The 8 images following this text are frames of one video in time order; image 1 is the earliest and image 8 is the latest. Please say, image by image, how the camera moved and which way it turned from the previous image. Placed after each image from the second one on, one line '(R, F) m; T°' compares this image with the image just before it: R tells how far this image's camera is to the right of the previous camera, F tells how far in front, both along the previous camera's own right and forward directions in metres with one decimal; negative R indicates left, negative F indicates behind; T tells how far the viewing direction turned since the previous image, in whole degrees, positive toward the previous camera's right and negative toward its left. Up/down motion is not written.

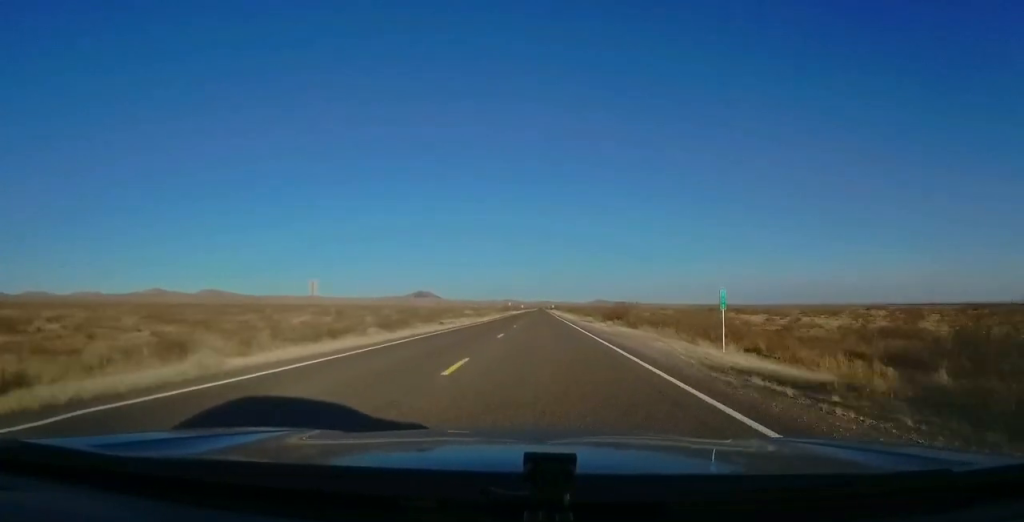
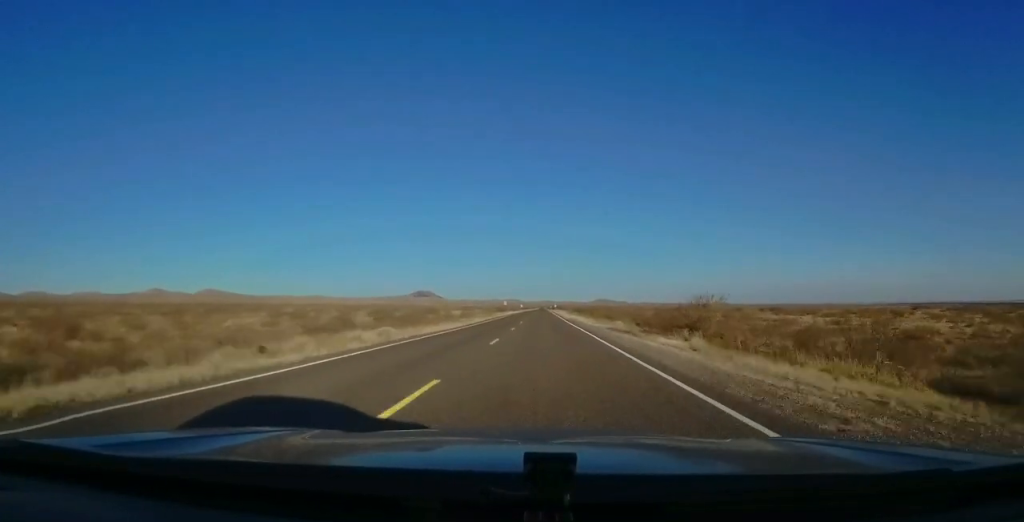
(0.0, +28.2) m; +1°
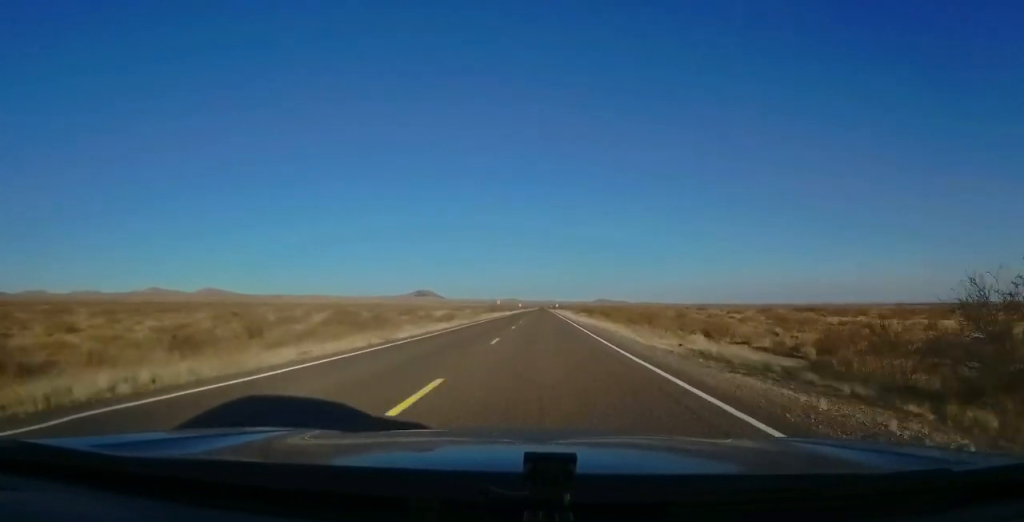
(+0.4, +24.3) m; 0°
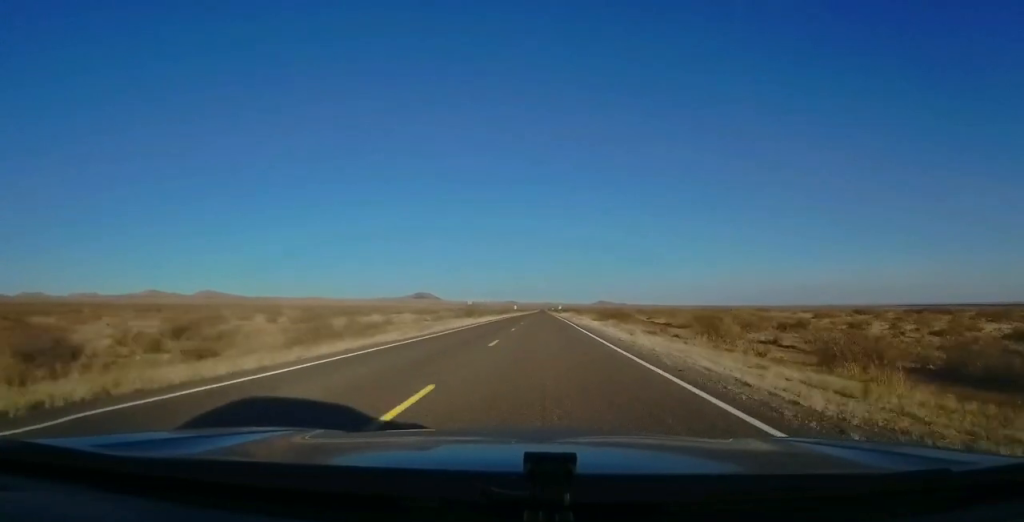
(-0.7, +49.5) m; -1°
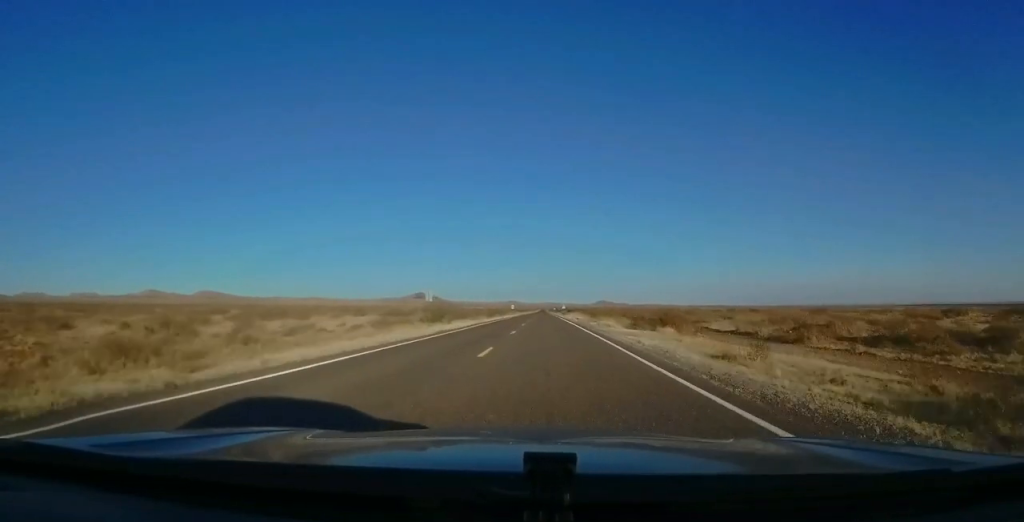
(+0.1, +28.1) m; 0°
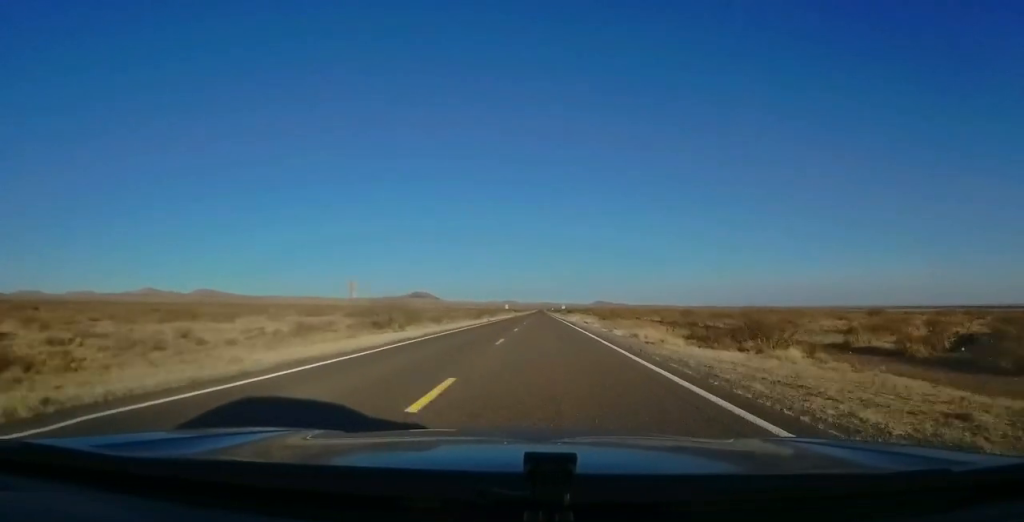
(-0.1, +19.4) m; 0°
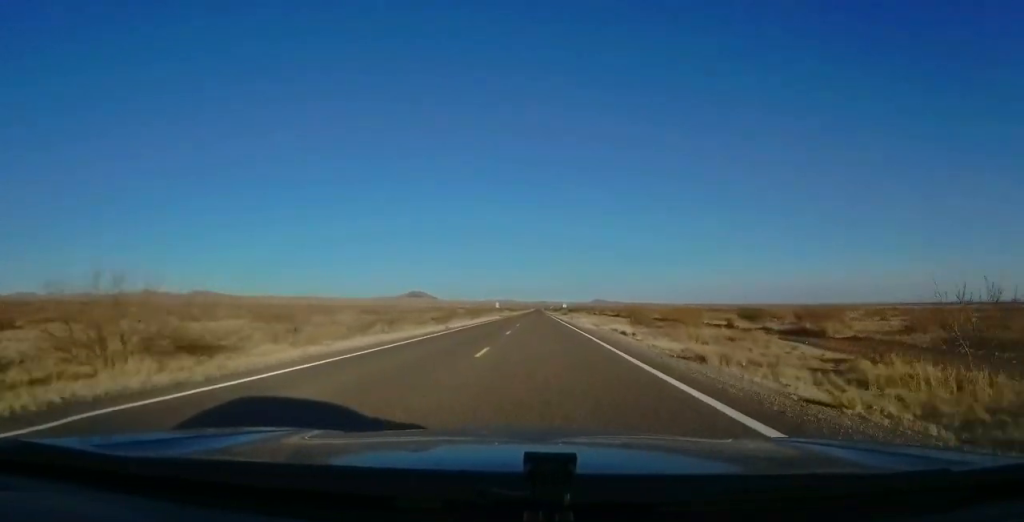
(0.0, +29.2) m; 0°
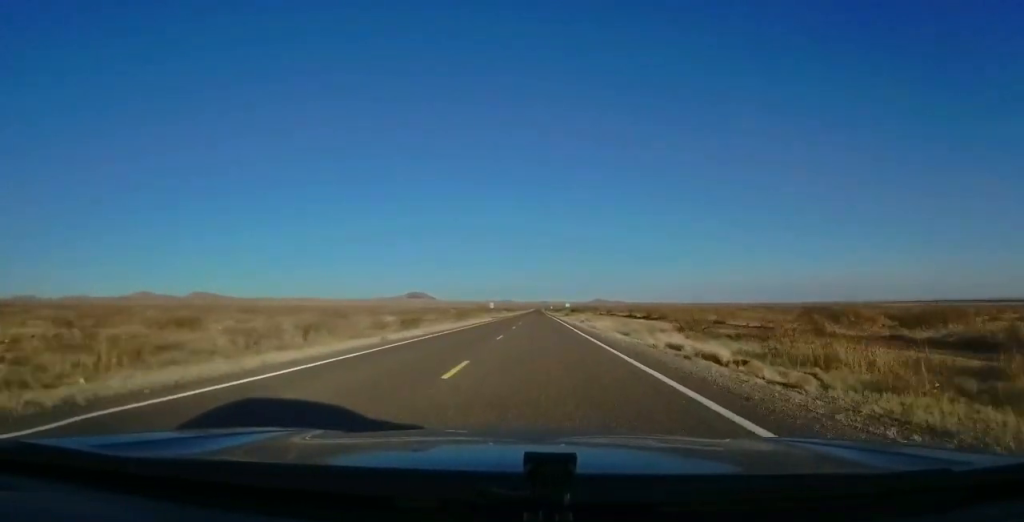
(0.0, +16.5) m; 0°
